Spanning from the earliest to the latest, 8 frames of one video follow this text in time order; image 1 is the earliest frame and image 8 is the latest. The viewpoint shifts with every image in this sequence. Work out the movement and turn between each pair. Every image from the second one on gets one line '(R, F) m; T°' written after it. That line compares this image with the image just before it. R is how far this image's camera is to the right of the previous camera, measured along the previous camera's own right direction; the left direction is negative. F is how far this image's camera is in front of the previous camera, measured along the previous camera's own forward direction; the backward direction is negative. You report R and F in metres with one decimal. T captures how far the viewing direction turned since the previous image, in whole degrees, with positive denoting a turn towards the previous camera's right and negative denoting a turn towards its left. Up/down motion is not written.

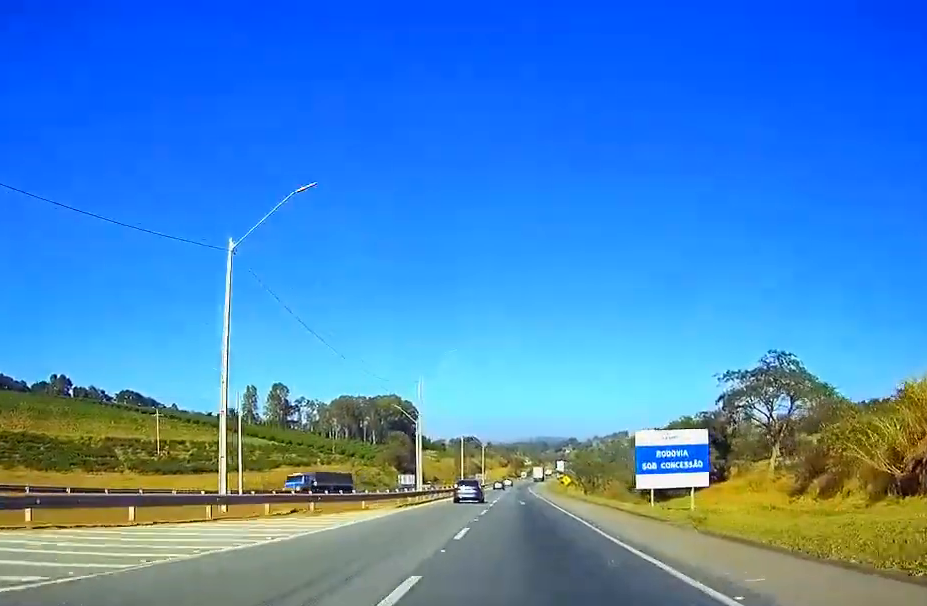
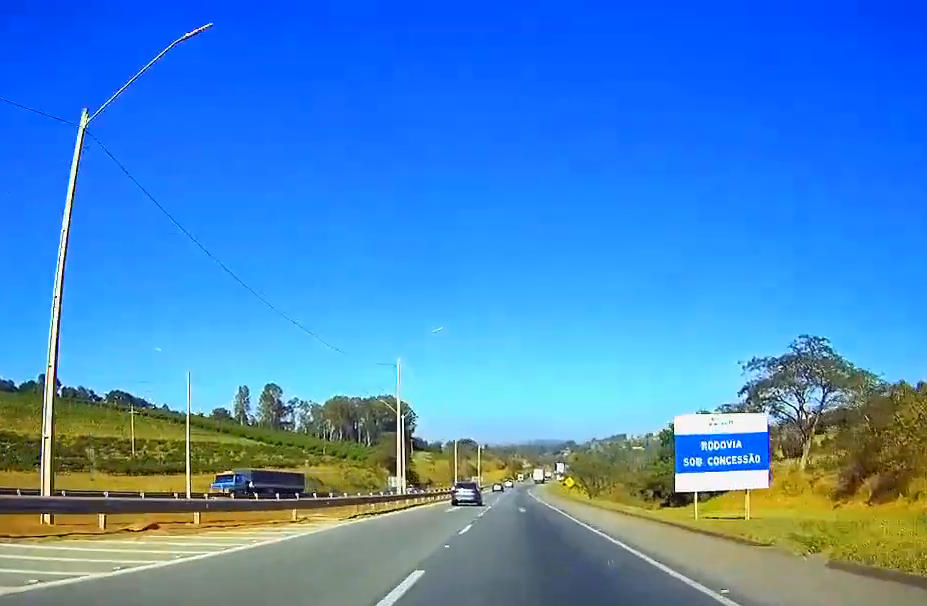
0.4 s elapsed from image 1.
(0.0, +11.6) m; 0°
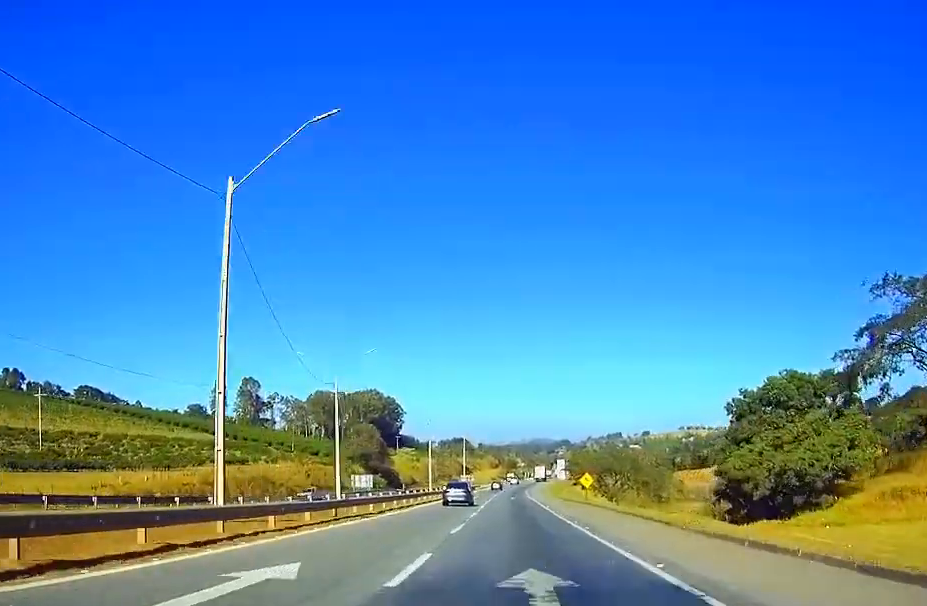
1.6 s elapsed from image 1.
(0.0, +34.0) m; 0°
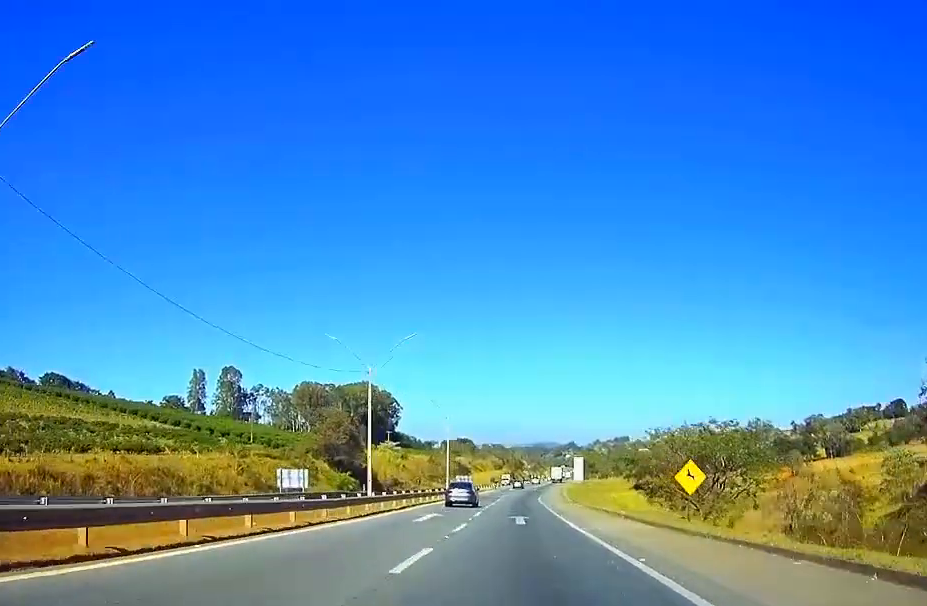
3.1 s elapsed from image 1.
(+0.1, +46.2) m; 0°
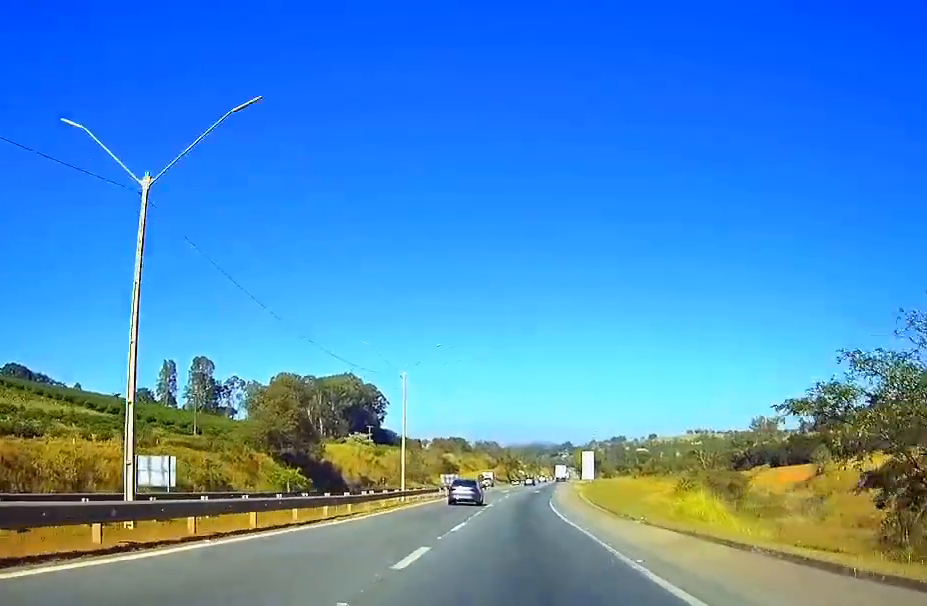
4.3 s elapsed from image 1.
(+0.1, +35.6) m; 0°
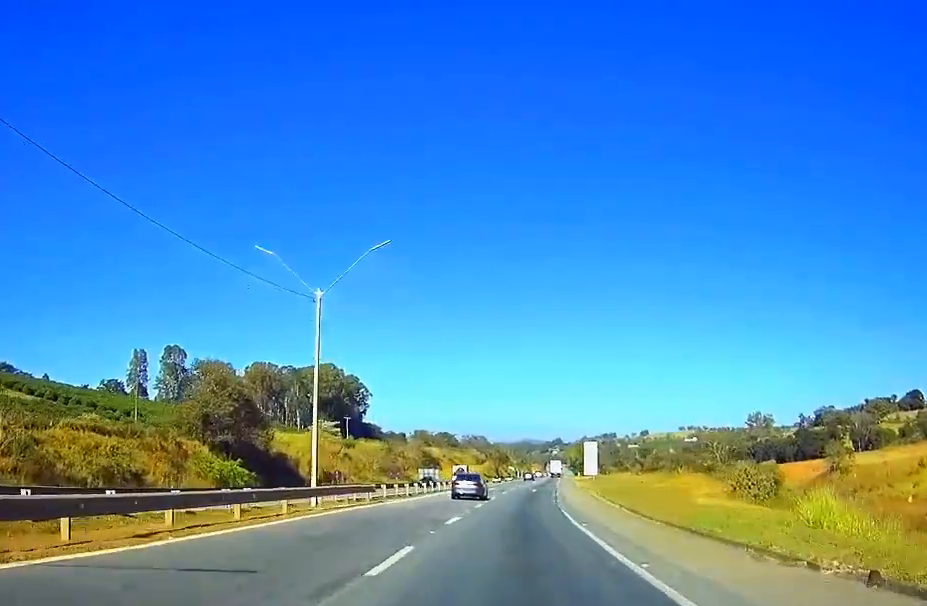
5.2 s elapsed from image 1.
(0.0, +24.6) m; +1°
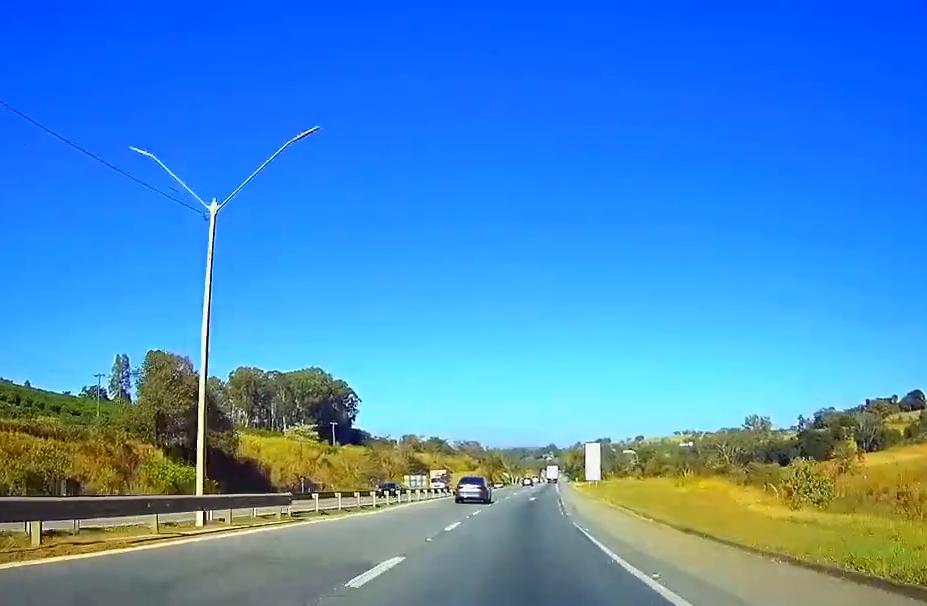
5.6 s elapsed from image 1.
(+0.1, +12.8) m; +1°
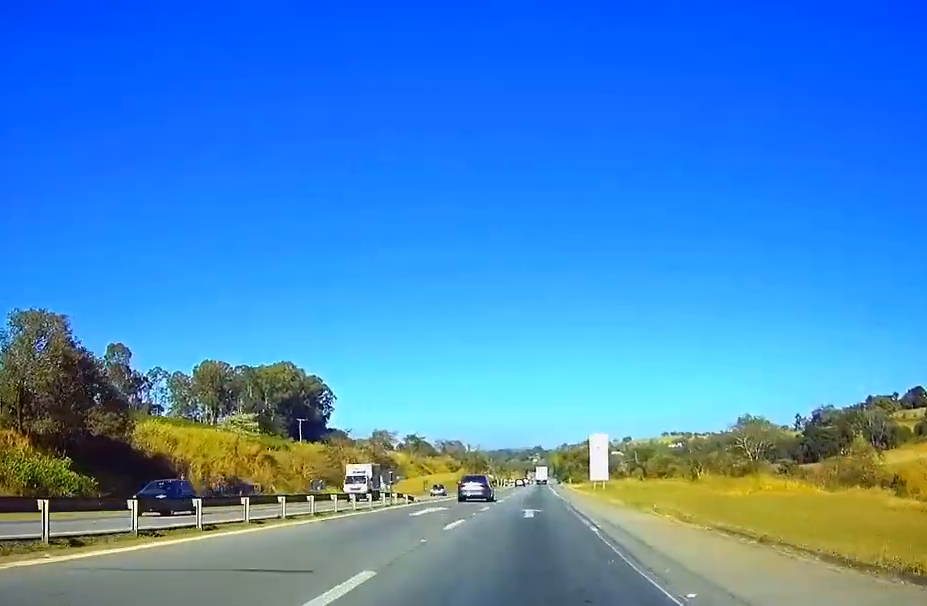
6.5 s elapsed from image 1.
(+0.6, +26.5) m; +1°
